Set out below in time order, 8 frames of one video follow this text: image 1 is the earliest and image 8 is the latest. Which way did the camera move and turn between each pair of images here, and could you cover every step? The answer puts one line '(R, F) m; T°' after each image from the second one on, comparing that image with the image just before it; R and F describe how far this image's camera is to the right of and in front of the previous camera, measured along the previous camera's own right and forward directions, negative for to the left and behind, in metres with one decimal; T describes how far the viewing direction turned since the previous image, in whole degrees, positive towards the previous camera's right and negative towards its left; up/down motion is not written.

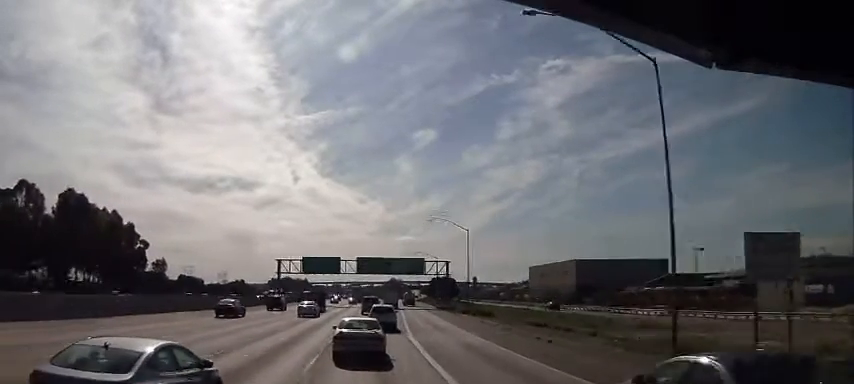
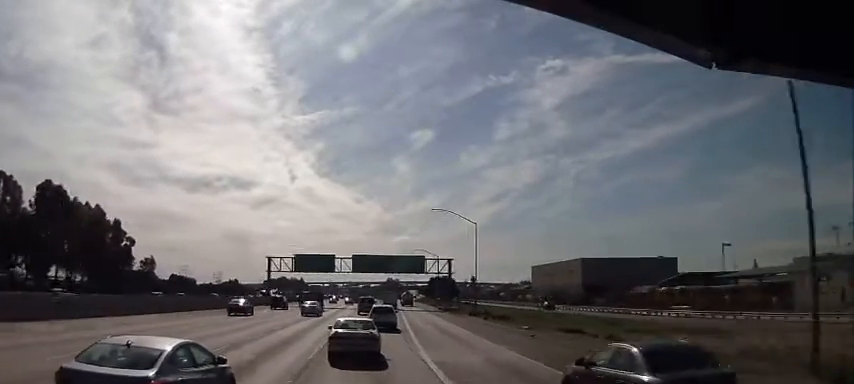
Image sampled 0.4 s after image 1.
(0.0, +7.1) m; 0°
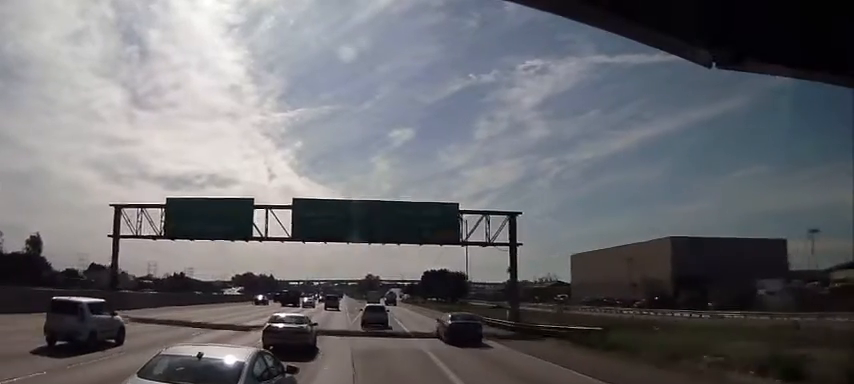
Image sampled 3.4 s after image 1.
(0.0, +55.7) m; 0°
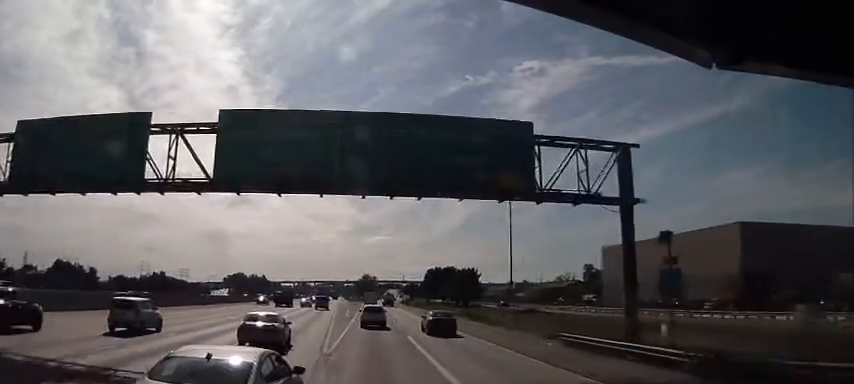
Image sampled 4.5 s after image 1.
(+0.1, +21.3) m; 0°
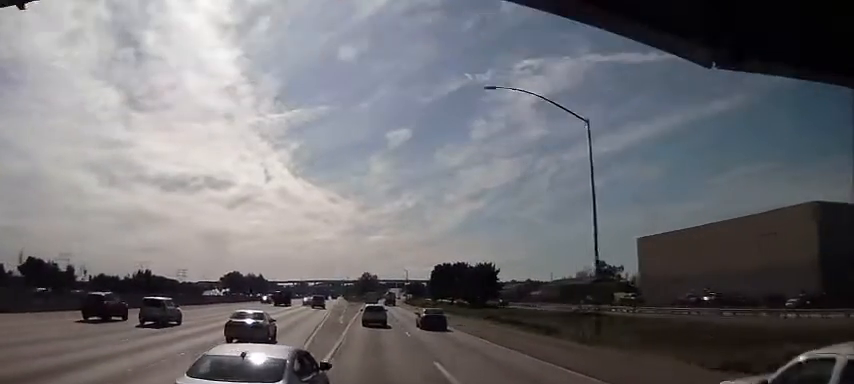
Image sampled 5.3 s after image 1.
(0.0, +16.3) m; 0°
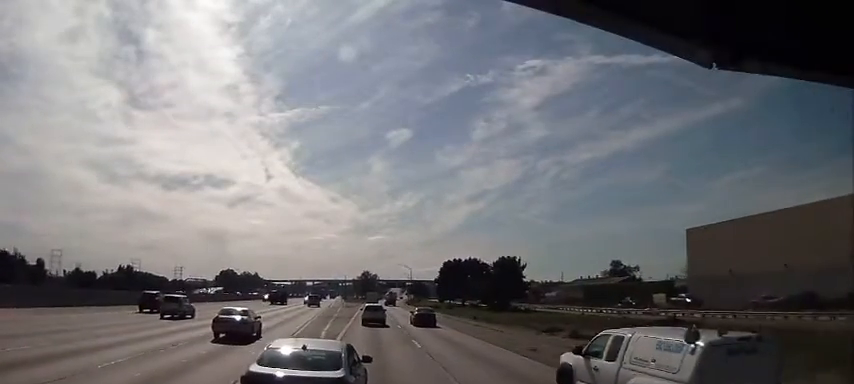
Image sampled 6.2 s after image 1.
(0.0, +17.2) m; 0°
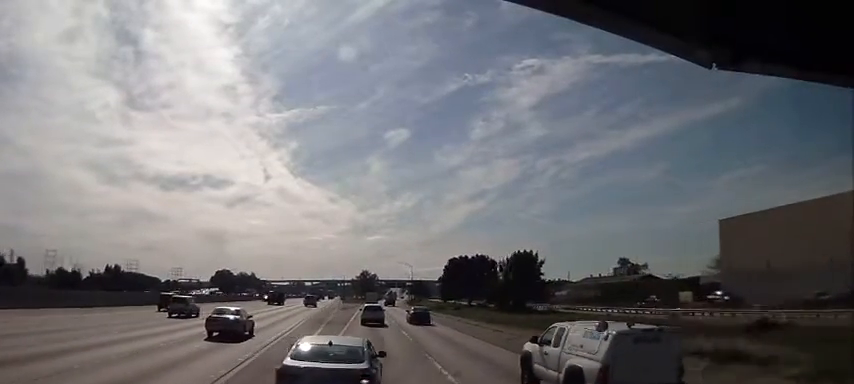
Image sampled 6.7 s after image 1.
(0.0, +9.4) m; 0°
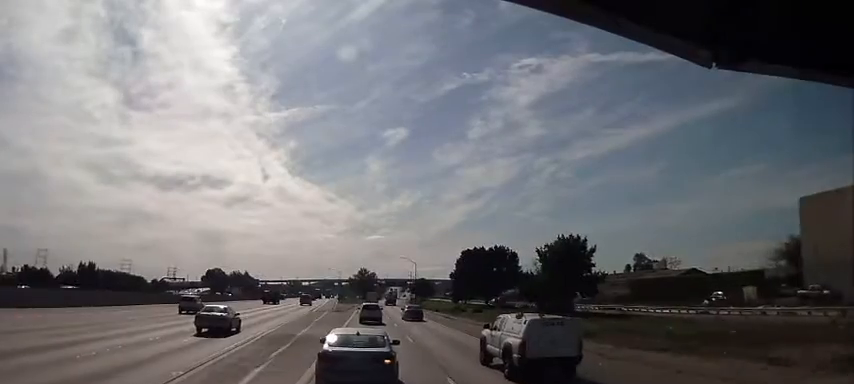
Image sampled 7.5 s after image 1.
(0.0, +17.7) m; 0°
